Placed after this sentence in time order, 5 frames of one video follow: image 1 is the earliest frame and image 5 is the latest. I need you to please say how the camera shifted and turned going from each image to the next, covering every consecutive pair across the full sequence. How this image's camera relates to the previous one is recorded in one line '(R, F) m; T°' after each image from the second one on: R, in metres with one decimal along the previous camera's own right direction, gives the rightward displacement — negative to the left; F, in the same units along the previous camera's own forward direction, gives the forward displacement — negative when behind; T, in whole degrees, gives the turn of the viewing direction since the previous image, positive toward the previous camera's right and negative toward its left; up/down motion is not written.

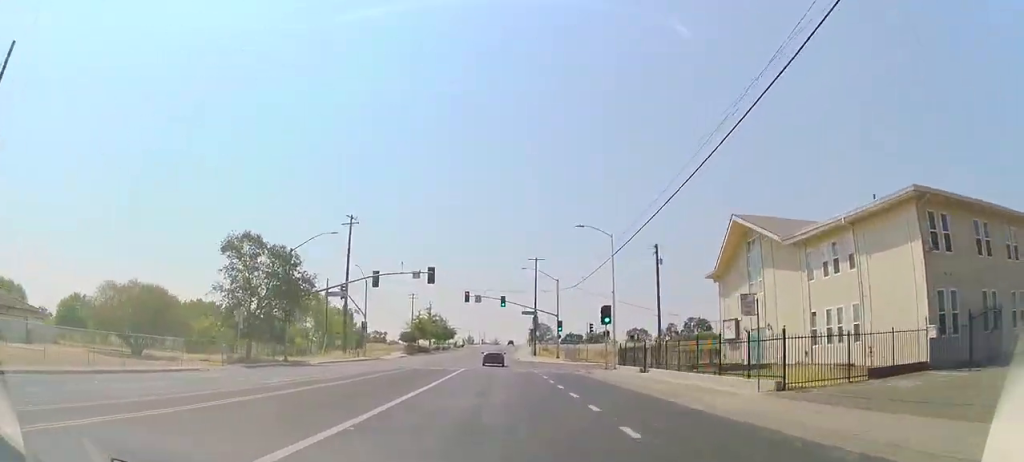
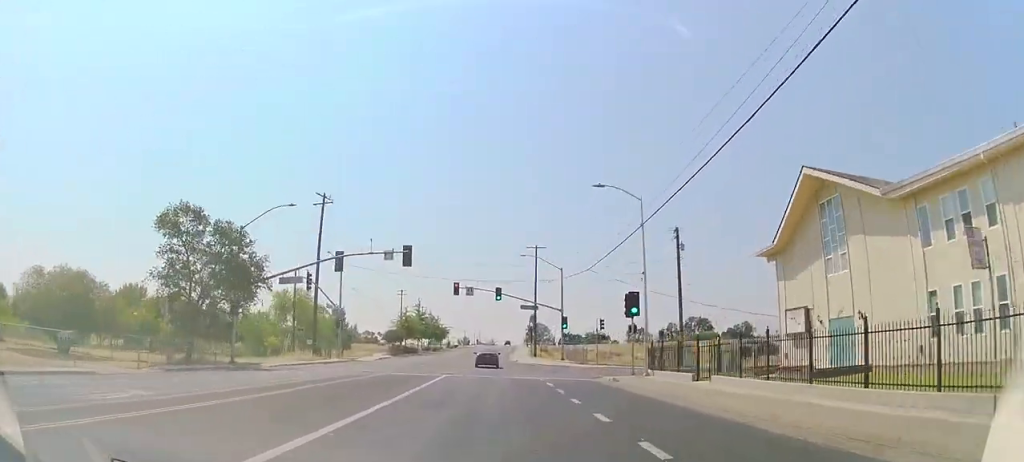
(+0.2, +8.9) m; +2°
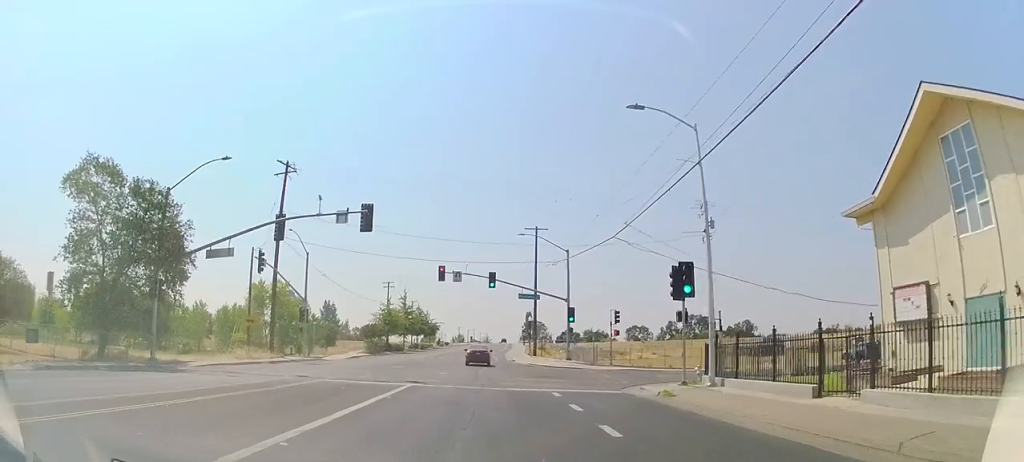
(0.0, +9.1) m; +1°
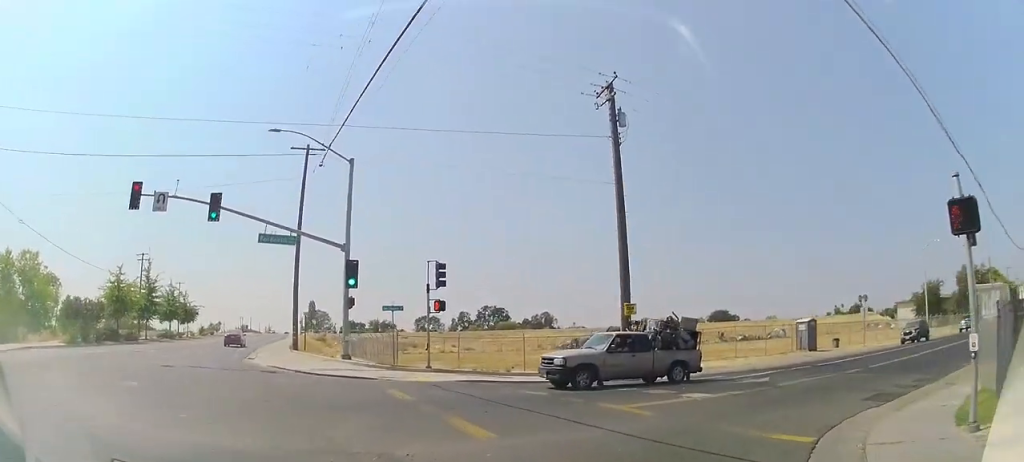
(+1.1, +22.2) m; +26°
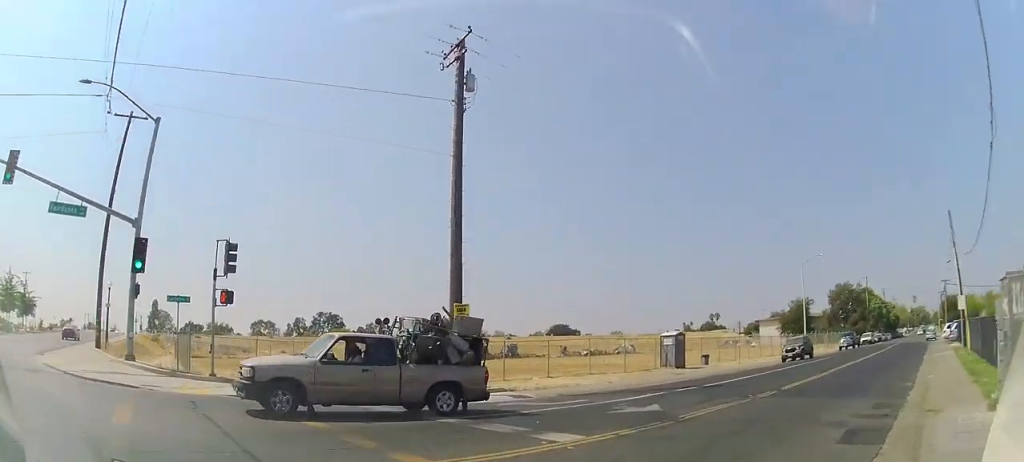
(+1.2, +4.3) m; +26°
